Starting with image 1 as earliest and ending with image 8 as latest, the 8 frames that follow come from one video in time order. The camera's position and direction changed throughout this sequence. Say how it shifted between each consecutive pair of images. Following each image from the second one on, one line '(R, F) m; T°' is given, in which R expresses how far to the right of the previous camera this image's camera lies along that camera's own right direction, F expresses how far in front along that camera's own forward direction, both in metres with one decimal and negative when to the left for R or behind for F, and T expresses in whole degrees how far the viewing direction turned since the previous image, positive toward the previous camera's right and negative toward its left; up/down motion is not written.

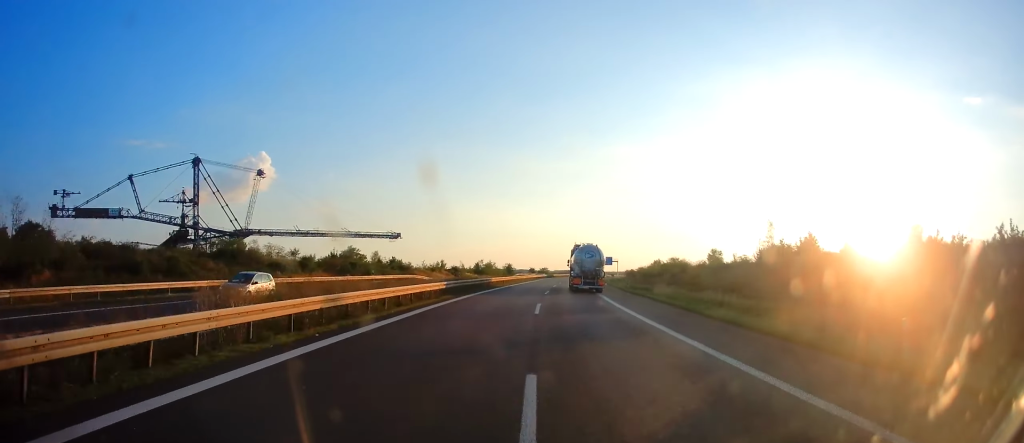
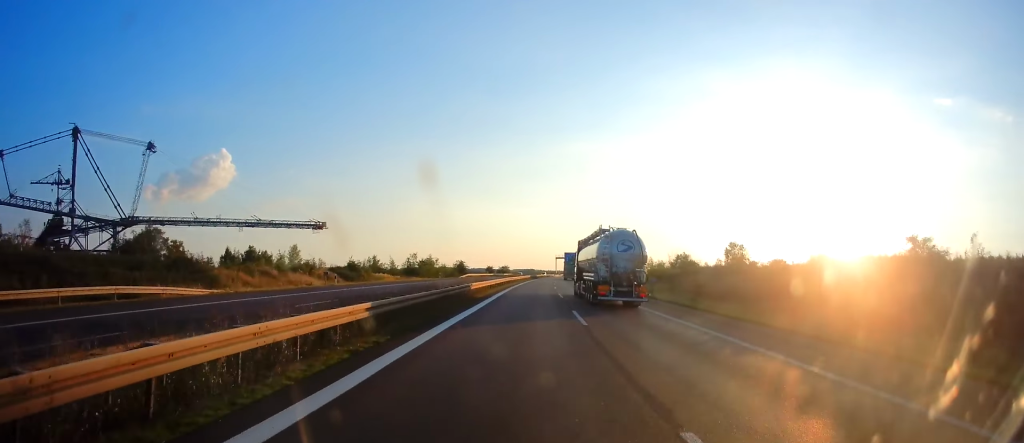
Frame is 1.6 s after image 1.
(+0.8, +57.0) m; +3°
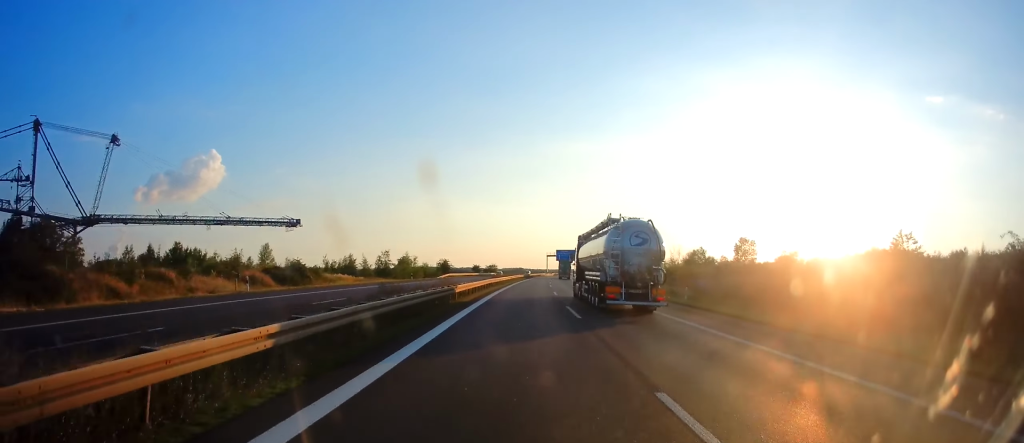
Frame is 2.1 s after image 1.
(0.0, +16.2) m; +1°
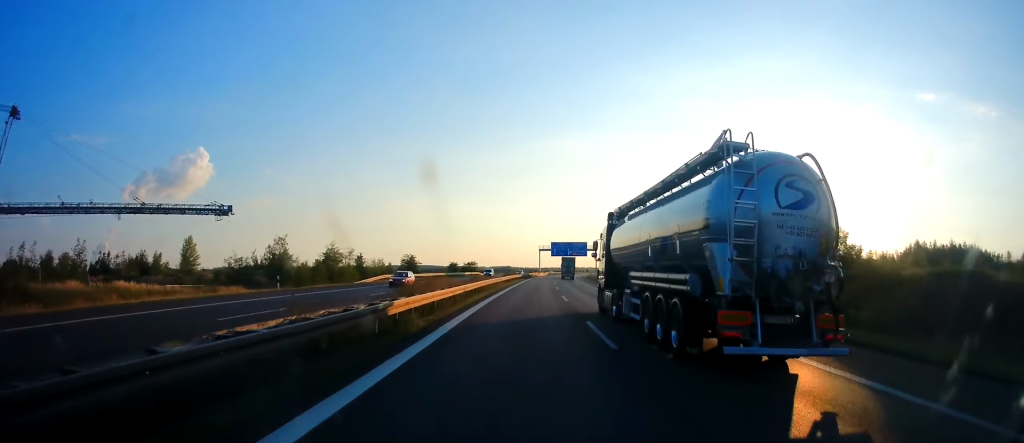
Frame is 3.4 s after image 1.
(+1.1, +43.7) m; +2°
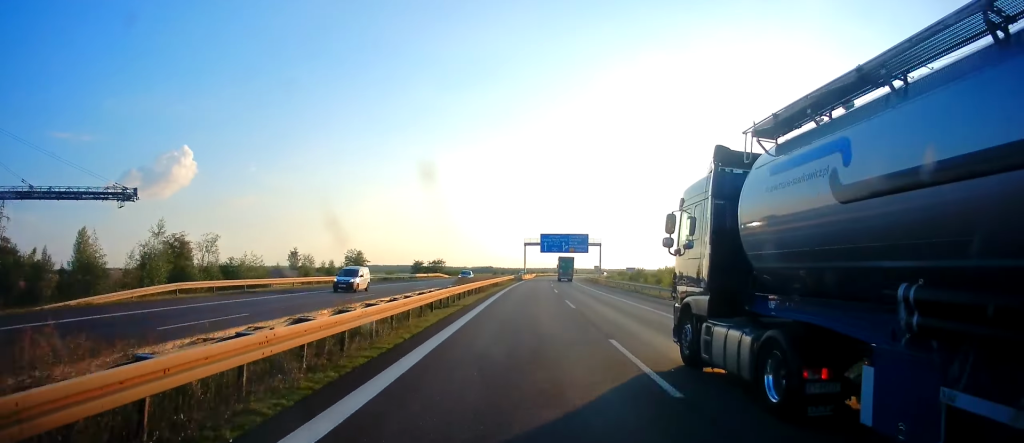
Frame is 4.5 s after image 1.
(+0.4, +40.3) m; +1°
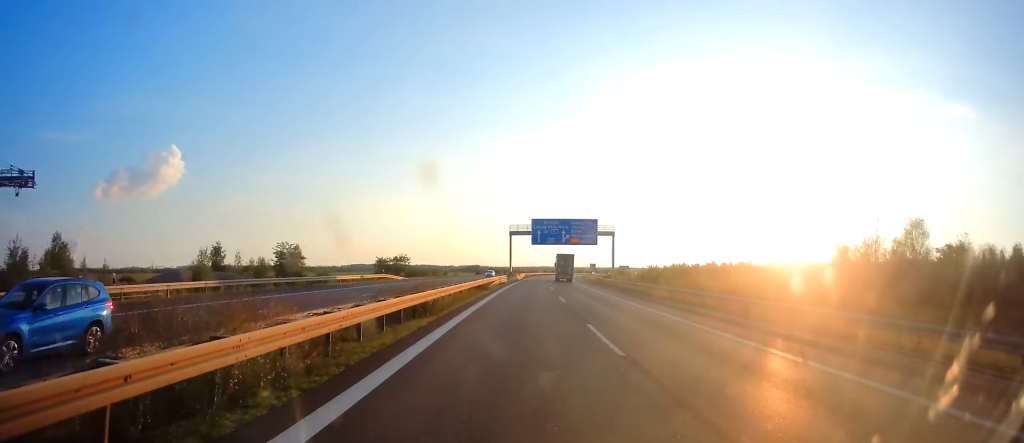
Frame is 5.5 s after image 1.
(+0.3, +32.3) m; +1°
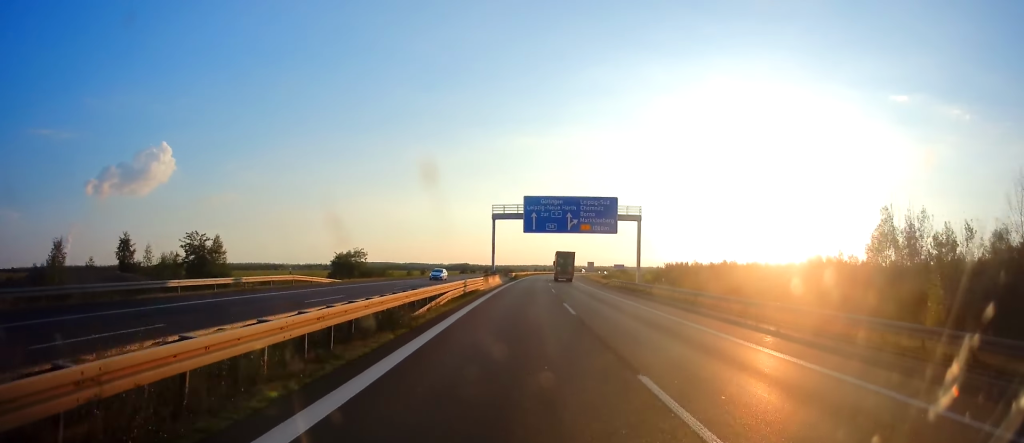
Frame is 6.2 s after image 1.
(+0.2, +26.4) m; +1°
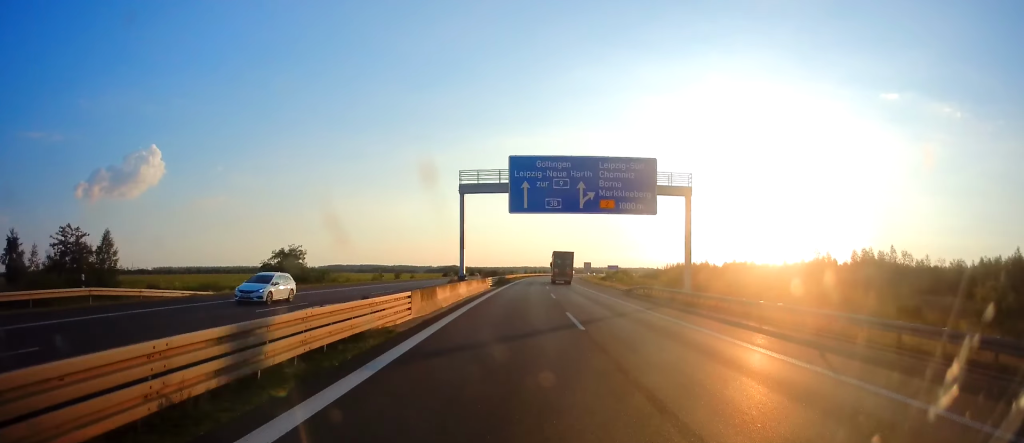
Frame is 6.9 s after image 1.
(+0.6, +23.0) m; +1°
